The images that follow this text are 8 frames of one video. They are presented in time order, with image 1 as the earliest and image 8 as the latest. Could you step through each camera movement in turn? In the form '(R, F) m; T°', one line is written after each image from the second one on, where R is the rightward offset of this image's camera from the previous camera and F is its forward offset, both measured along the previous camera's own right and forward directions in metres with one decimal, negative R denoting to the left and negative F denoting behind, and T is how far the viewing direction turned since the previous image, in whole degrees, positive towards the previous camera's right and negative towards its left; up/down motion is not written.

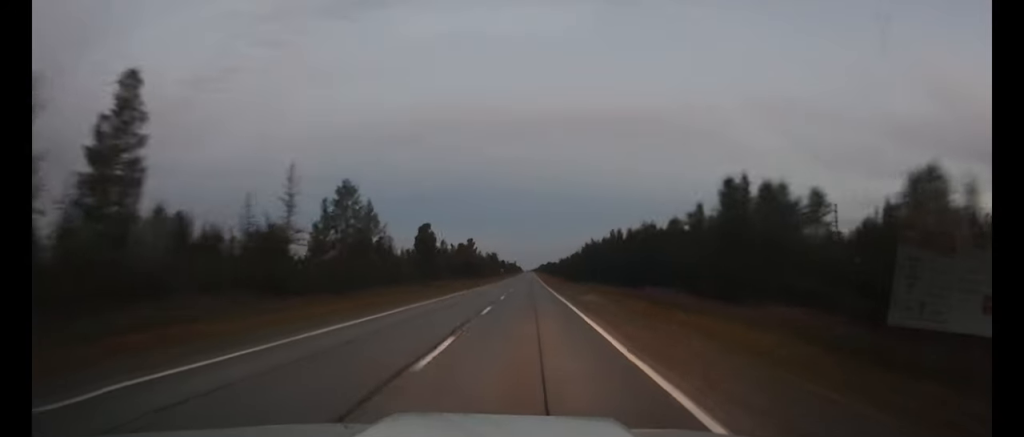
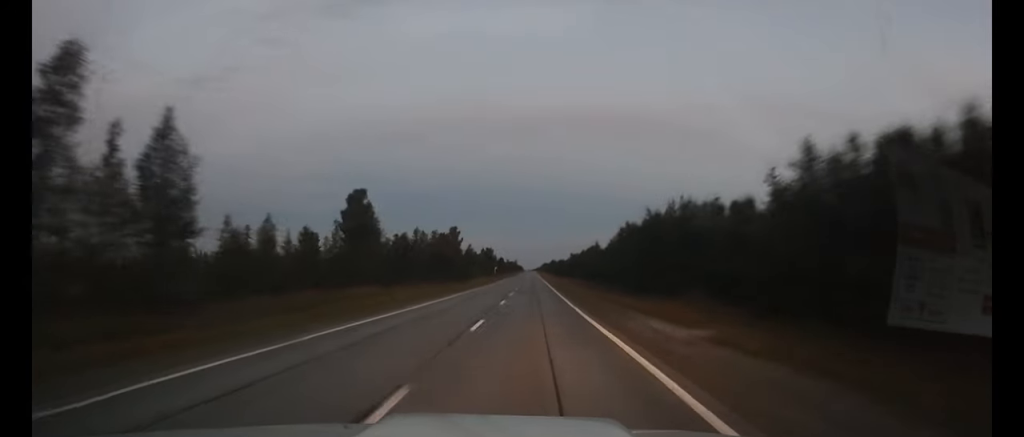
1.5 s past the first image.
(-0.1, +39.9) m; 0°
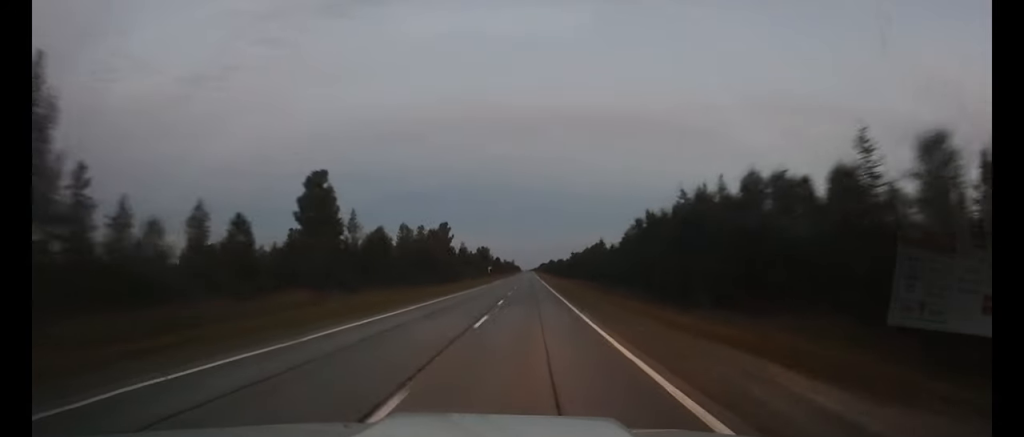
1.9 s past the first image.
(0.0, +11.1) m; 0°
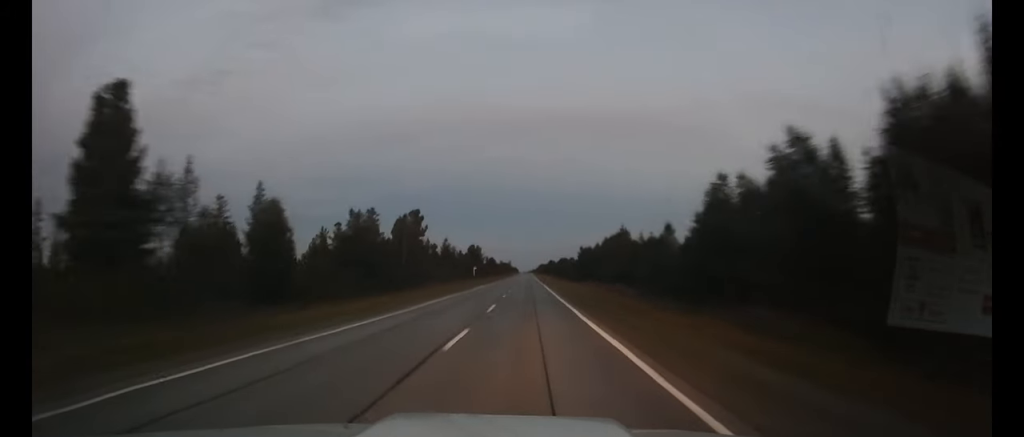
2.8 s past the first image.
(0.0, +27.3) m; 0°
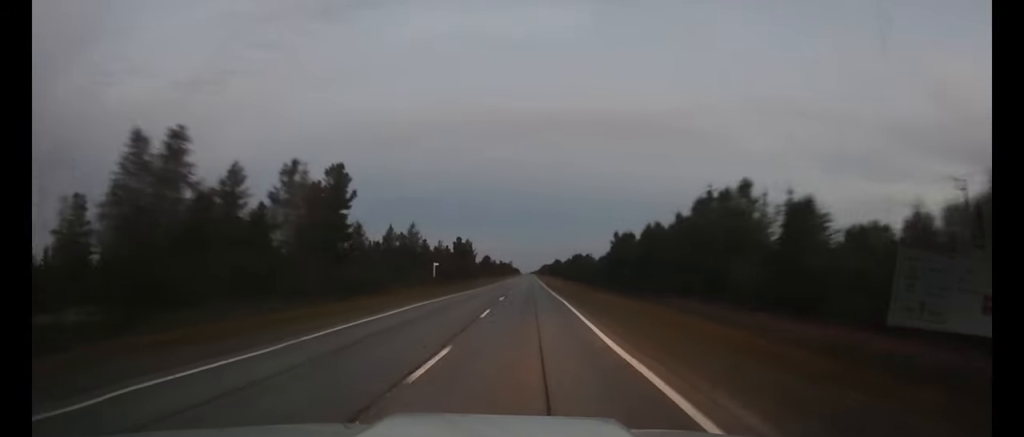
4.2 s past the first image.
(+0.1, +38.6) m; 0°
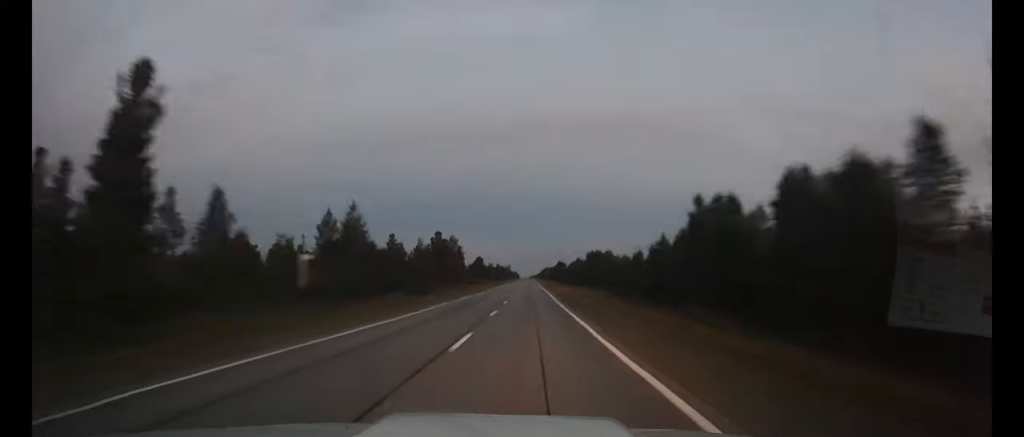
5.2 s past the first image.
(0.0, +30.6) m; 0°
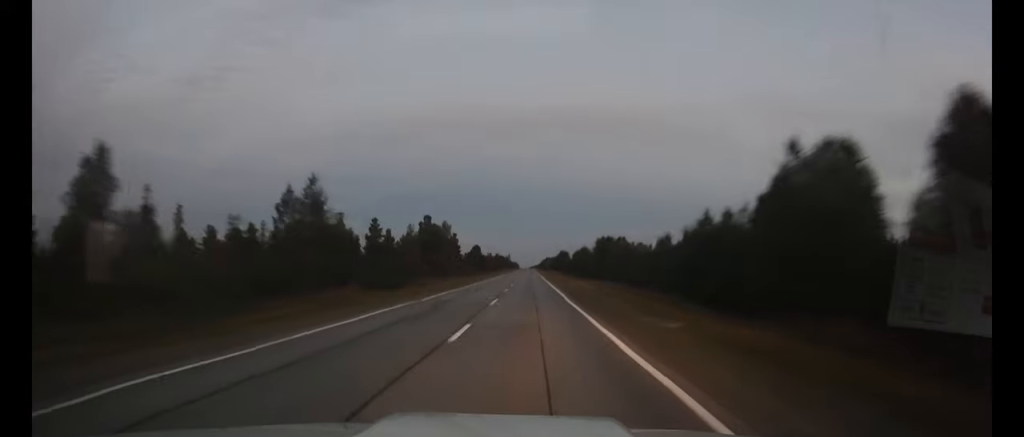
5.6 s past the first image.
(0.0, +11.9) m; 0°
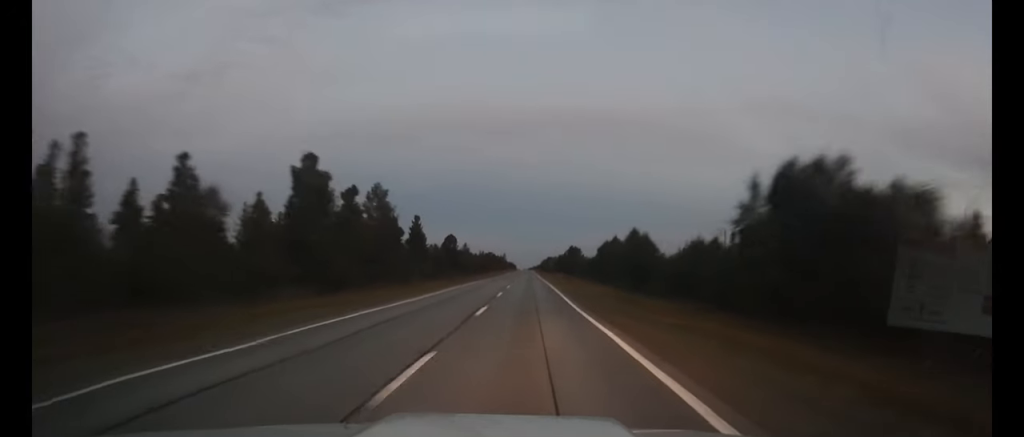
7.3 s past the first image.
(-0.1, +52.8) m; 0°
